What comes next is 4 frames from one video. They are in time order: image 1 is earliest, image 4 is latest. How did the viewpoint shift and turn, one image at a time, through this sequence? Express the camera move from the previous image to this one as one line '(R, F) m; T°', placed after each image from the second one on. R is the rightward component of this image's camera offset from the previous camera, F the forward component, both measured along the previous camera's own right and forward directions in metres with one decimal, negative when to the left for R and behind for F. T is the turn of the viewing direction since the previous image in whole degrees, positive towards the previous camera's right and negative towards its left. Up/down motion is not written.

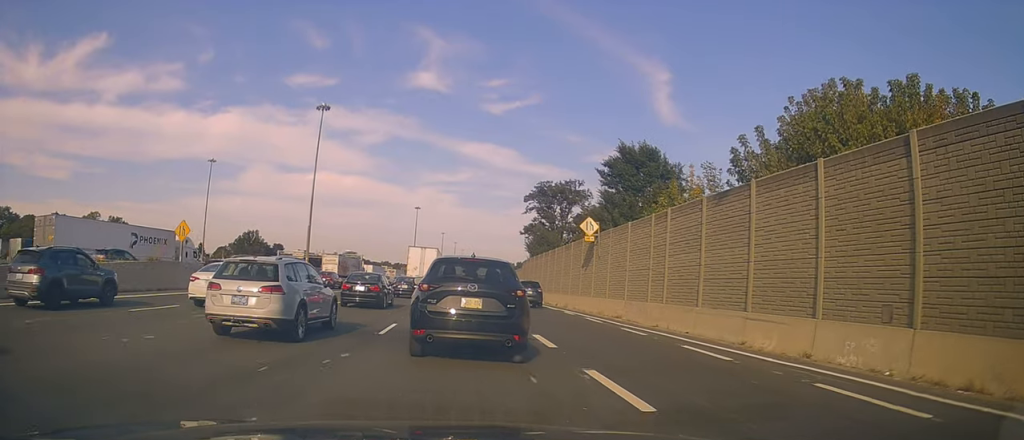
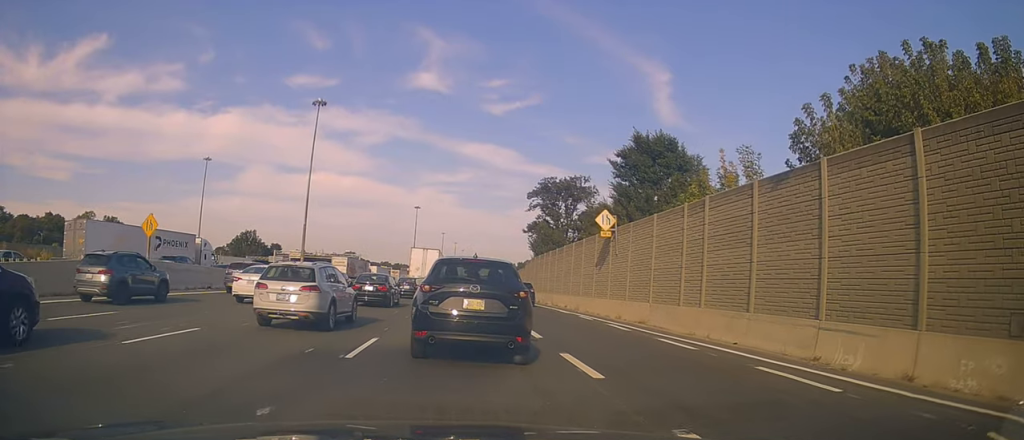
(+0.2, +4.4) m; +4°
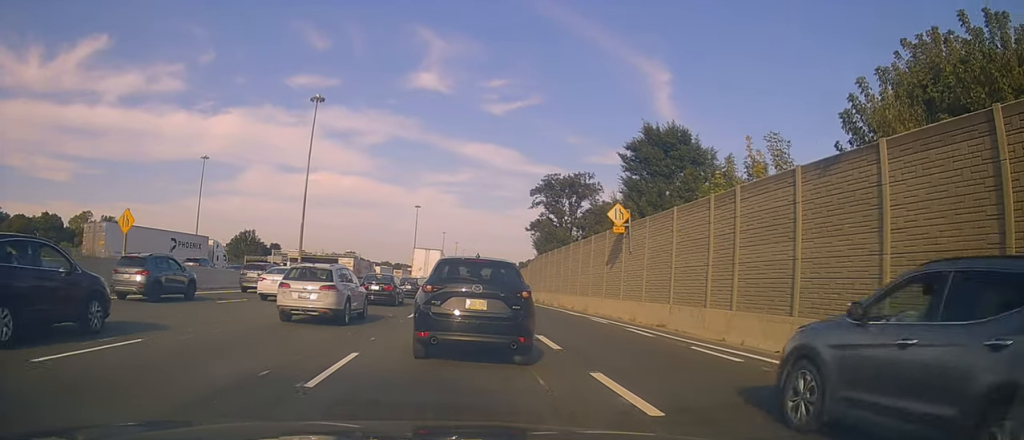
(+0.1, +2.6) m; -4°
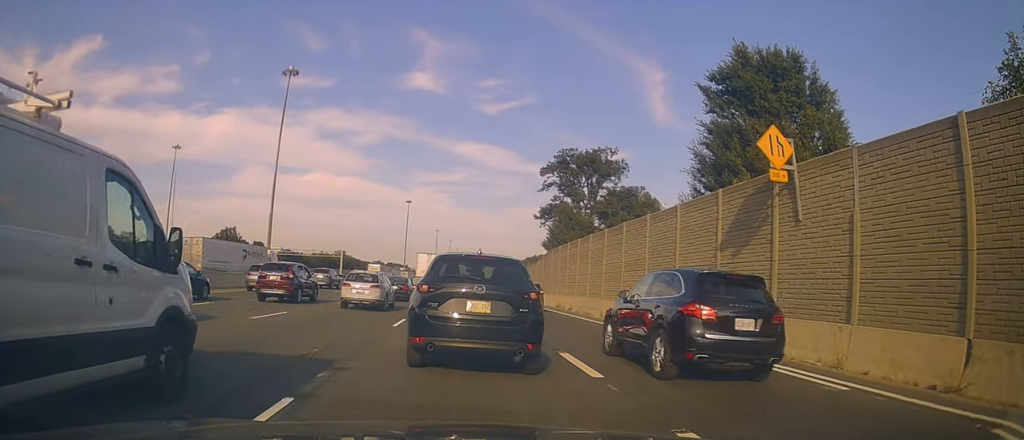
(-0.3, +16.4) m; +3°
